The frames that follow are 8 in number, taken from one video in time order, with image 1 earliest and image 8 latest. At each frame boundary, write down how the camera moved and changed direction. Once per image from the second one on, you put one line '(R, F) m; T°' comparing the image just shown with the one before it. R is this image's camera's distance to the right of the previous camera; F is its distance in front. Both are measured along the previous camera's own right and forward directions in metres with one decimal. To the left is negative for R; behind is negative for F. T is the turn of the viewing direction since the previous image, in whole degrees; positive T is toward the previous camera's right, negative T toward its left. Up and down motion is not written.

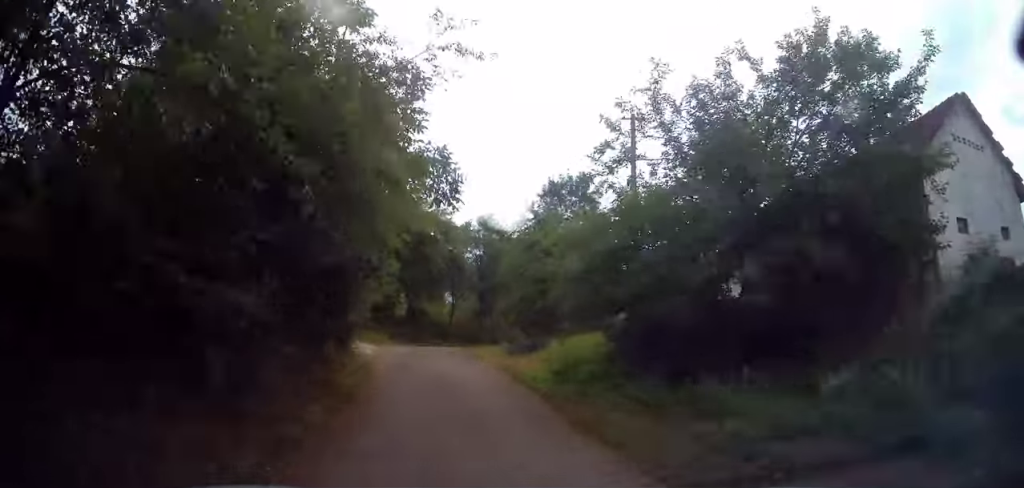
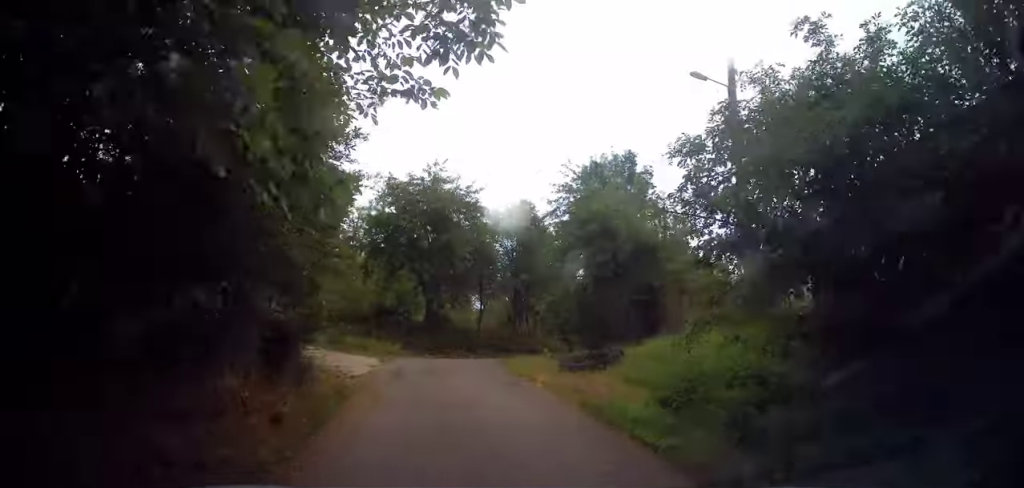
(-0.2, +5.8) m; -4°
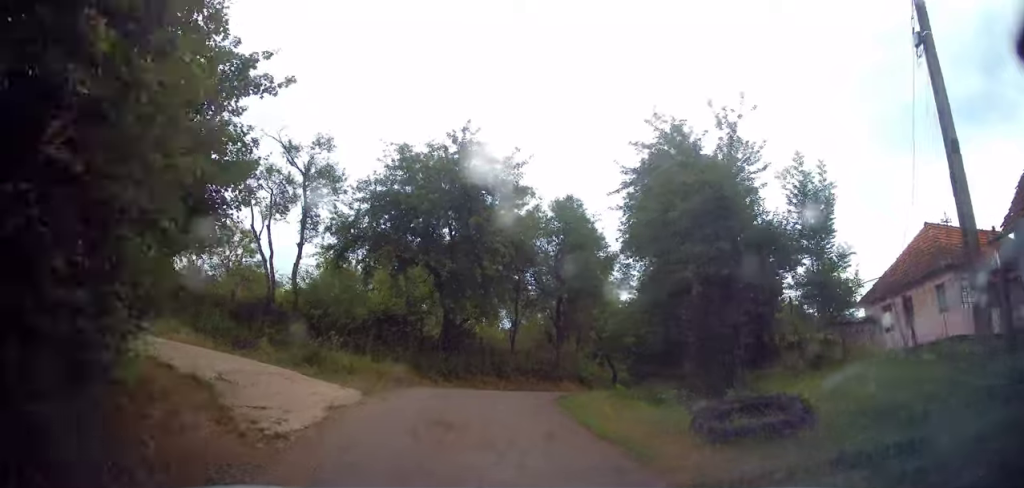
(-0.3, +6.3) m; -4°
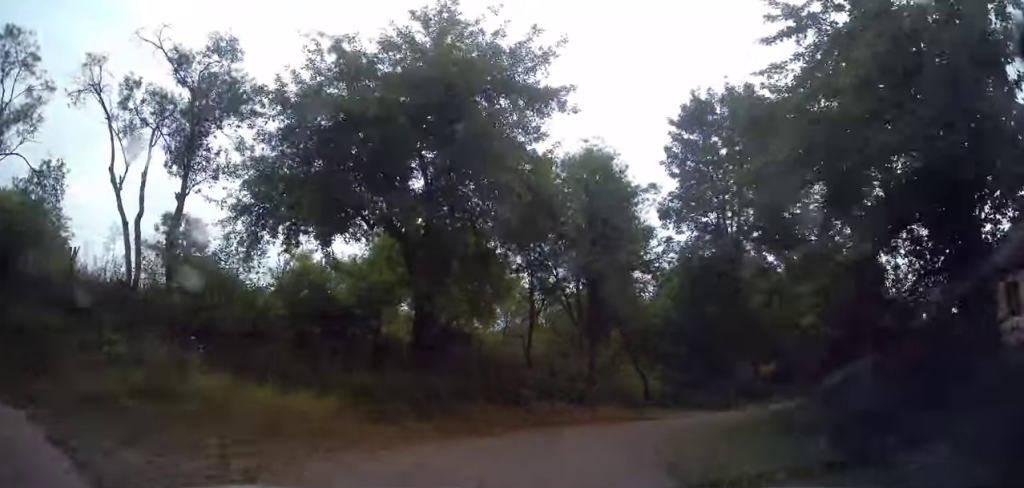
(-0.1, +7.7) m; +5°
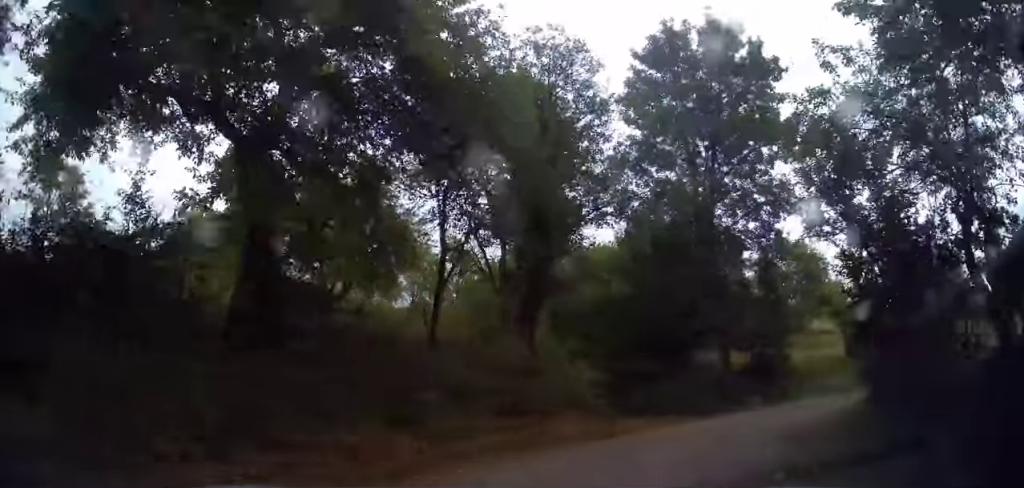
(+0.1, +5.2) m; +12°
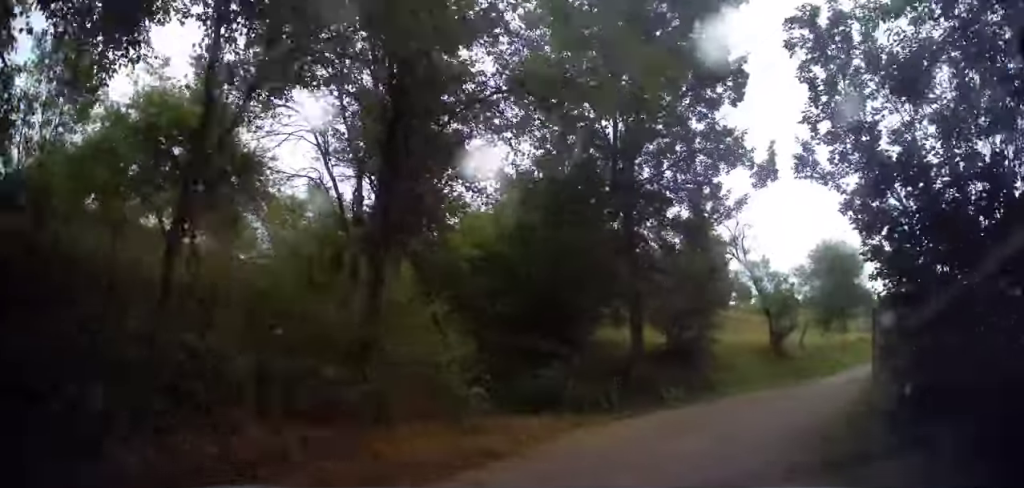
(+0.7, +3.9) m; +17°
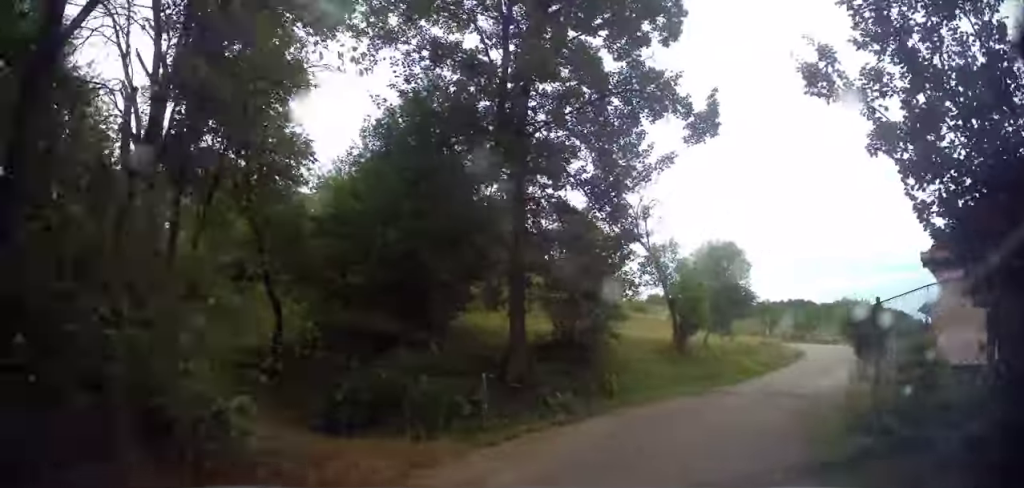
(+0.2, +3.2) m; +14°
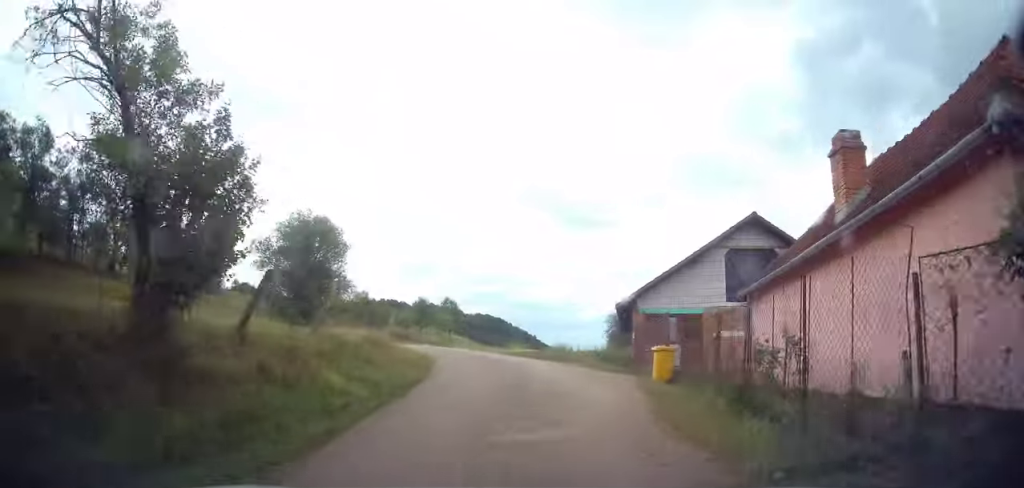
(+3.9, +10.0) m; +31°
